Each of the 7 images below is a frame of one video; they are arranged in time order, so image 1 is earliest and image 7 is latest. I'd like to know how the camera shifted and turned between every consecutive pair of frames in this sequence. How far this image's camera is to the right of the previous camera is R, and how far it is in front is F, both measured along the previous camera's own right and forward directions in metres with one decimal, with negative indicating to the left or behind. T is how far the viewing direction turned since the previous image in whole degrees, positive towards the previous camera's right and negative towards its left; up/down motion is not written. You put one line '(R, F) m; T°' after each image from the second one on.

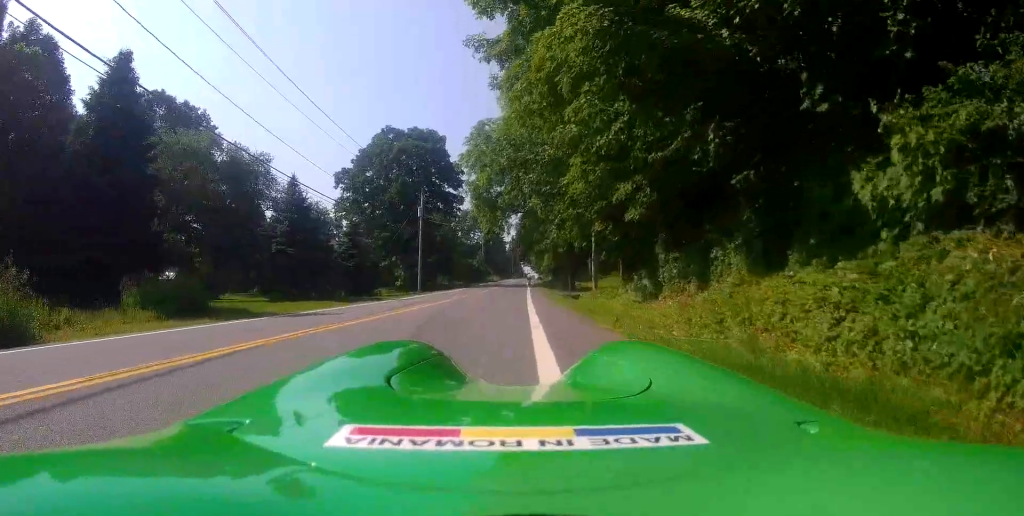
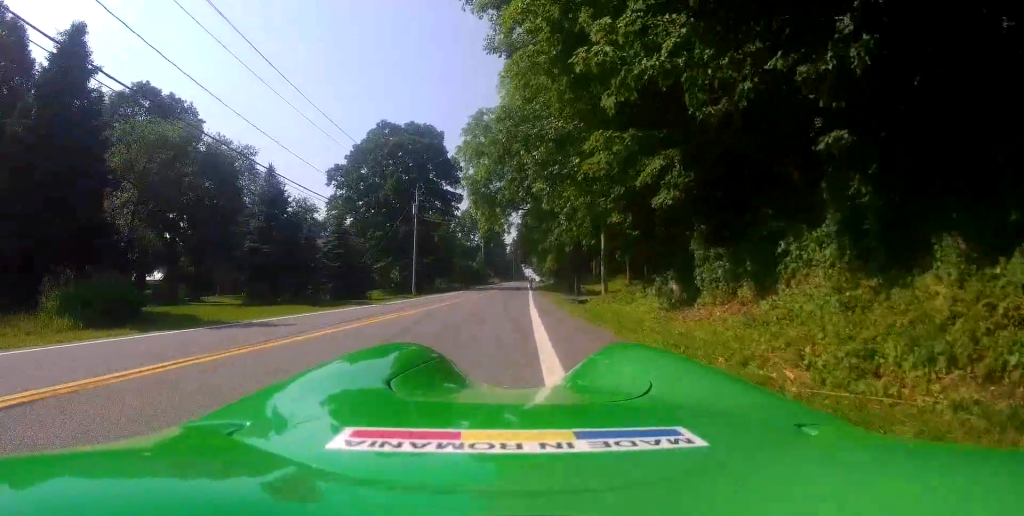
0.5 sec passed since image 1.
(-0.2, +3.2) m; 0°
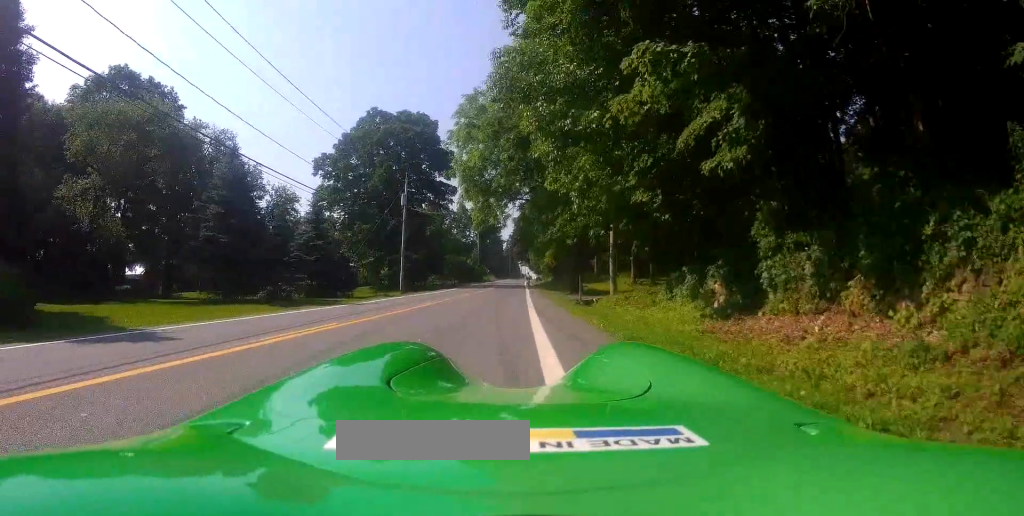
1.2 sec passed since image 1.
(+0.3, +3.9) m; 0°
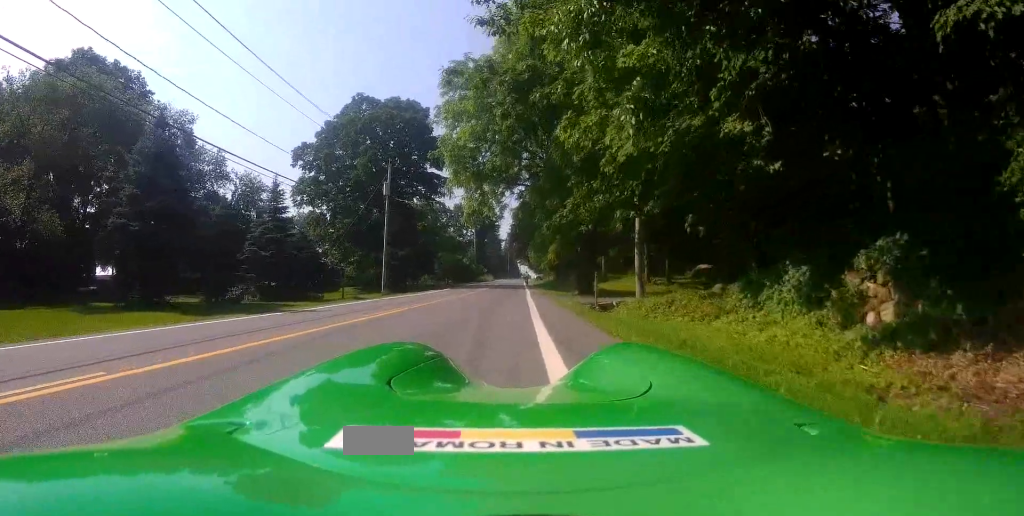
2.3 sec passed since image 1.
(-0.2, +6.2) m; -3°
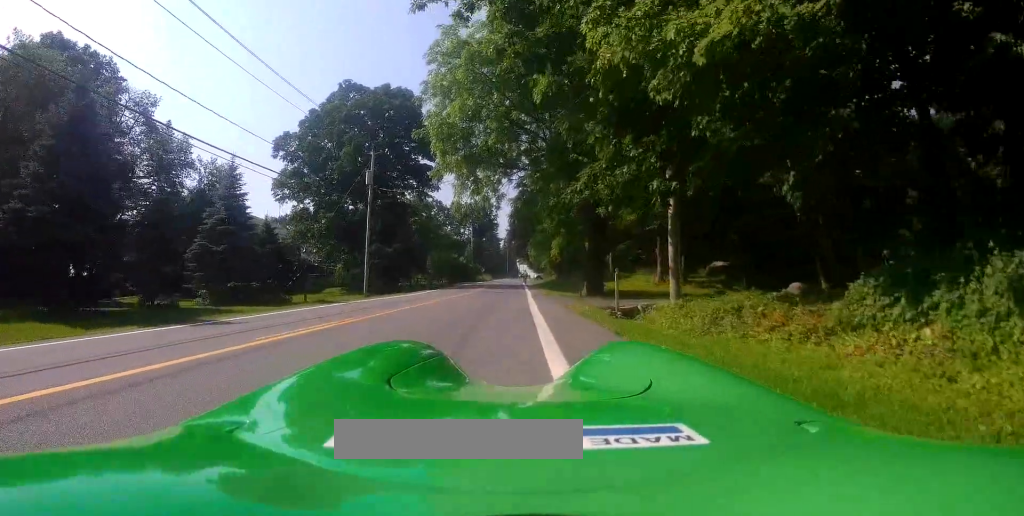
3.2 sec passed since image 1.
(-0.1, +4.7) m; -5°
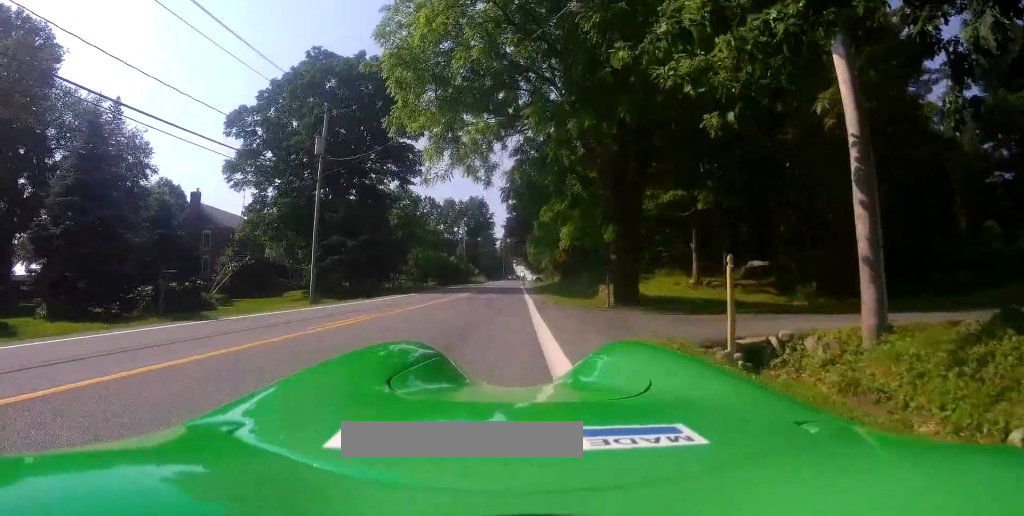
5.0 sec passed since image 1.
(-0.8, +8.8) m; -5°
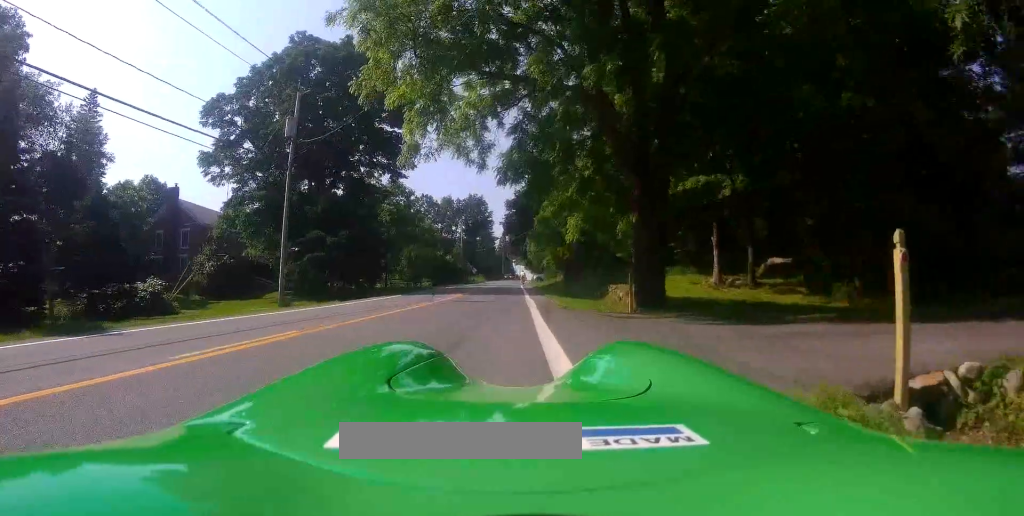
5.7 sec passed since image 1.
(0.0, +3.5) m; +5°
